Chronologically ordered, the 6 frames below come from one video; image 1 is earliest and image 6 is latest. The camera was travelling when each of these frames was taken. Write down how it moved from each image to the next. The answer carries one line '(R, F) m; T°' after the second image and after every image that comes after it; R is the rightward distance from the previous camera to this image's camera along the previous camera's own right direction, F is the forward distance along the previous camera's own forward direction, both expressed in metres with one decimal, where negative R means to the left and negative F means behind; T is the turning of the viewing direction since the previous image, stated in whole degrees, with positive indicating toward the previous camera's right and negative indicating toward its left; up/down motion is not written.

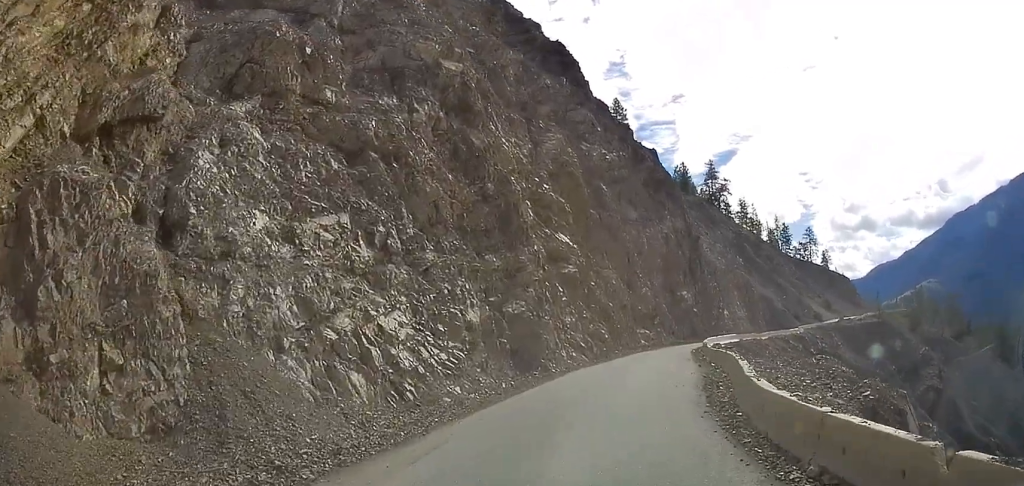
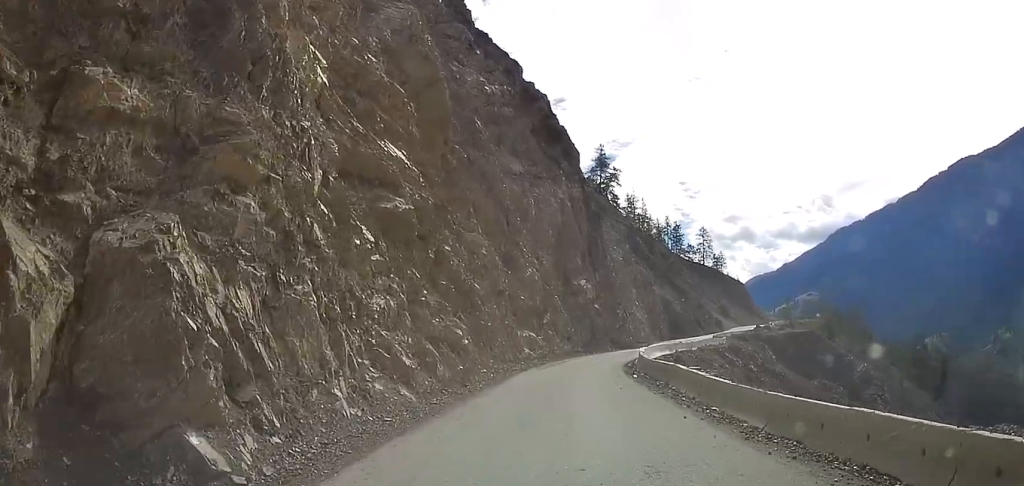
(+0.9, +21.9) m; +8°
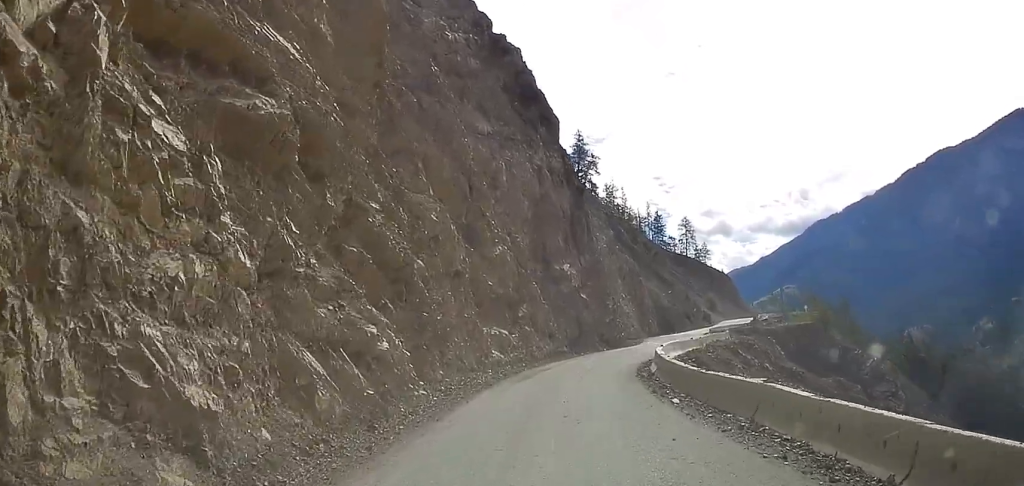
(+0.4, +9.7) m; +3°
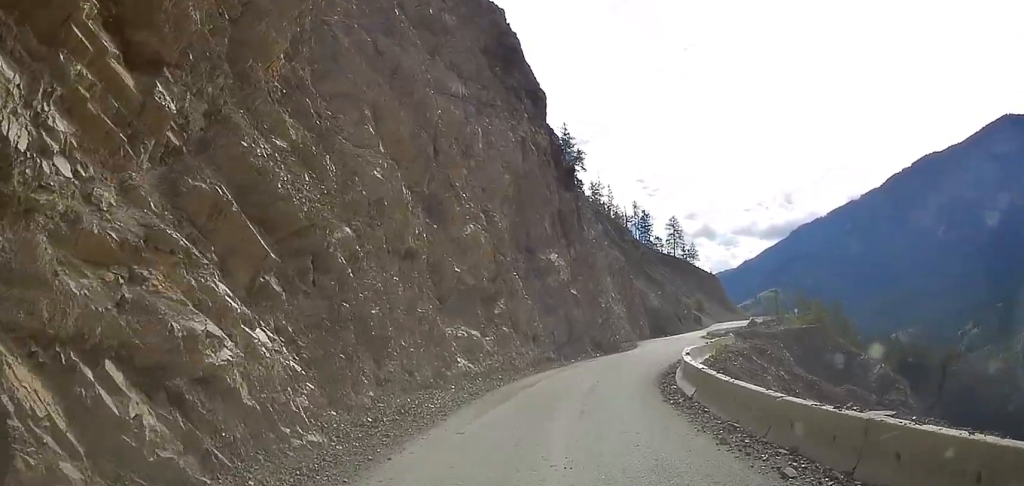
(+0.1, +6.8) m; +1°
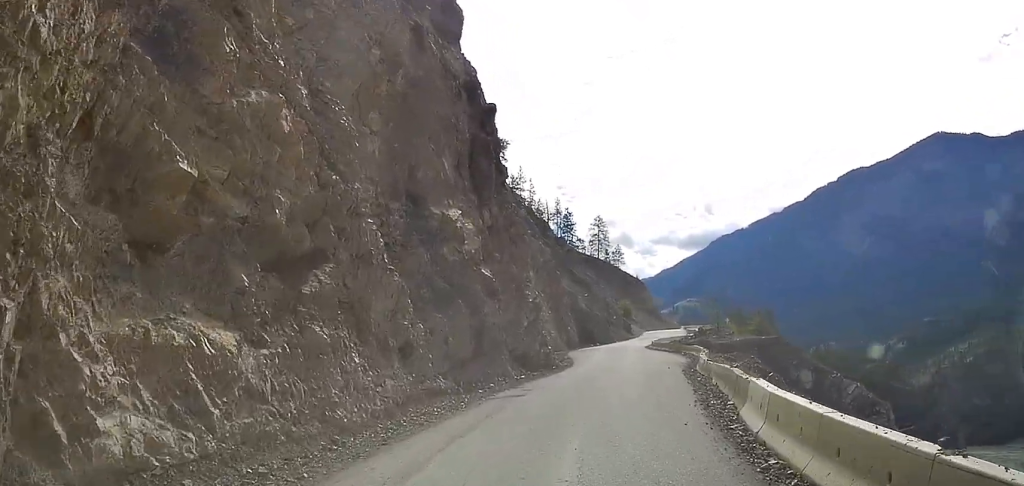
(+0.3, +15.0) m; +7°
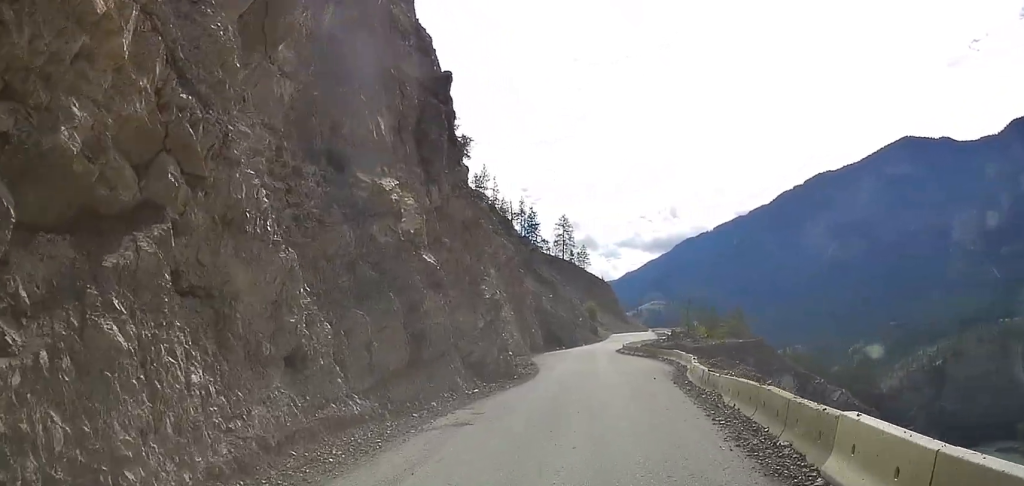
(-0.2, +5.0) m; +7°
